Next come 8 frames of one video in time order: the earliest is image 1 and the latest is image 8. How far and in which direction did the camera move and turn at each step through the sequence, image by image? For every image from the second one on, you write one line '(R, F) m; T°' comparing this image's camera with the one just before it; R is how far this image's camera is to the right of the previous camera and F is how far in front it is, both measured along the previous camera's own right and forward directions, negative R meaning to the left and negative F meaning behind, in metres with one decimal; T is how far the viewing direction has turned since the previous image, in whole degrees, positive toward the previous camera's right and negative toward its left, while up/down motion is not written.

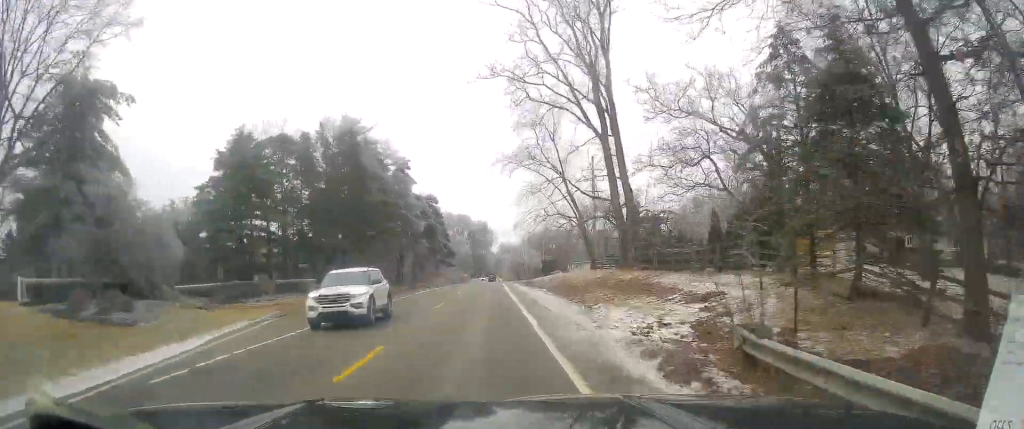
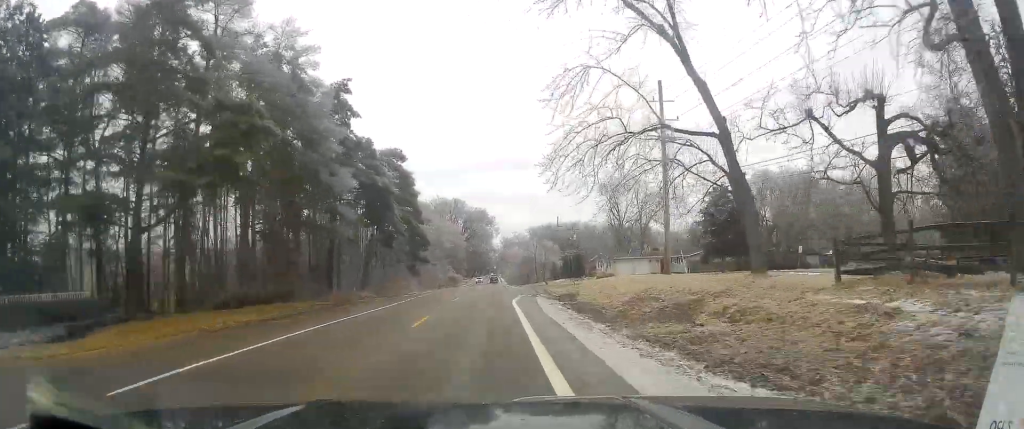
(-1.3, +36.2) m; -2°
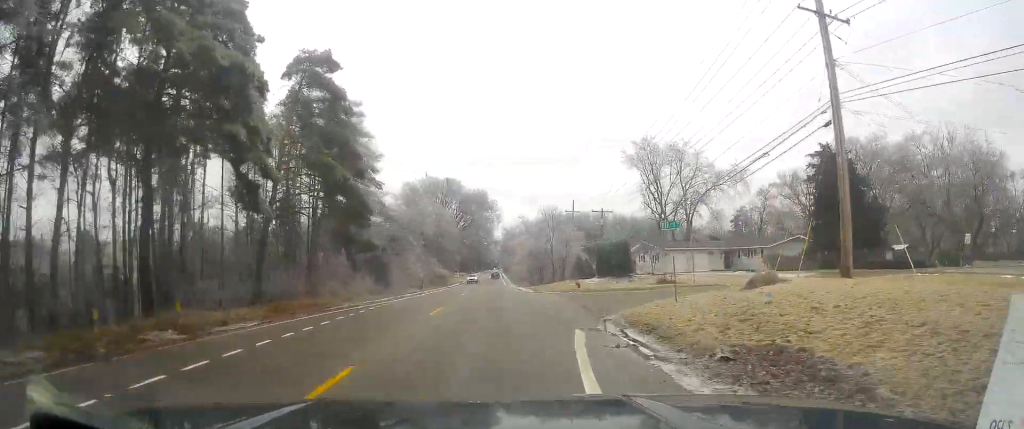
(+0.3, +27.0) m; +1°
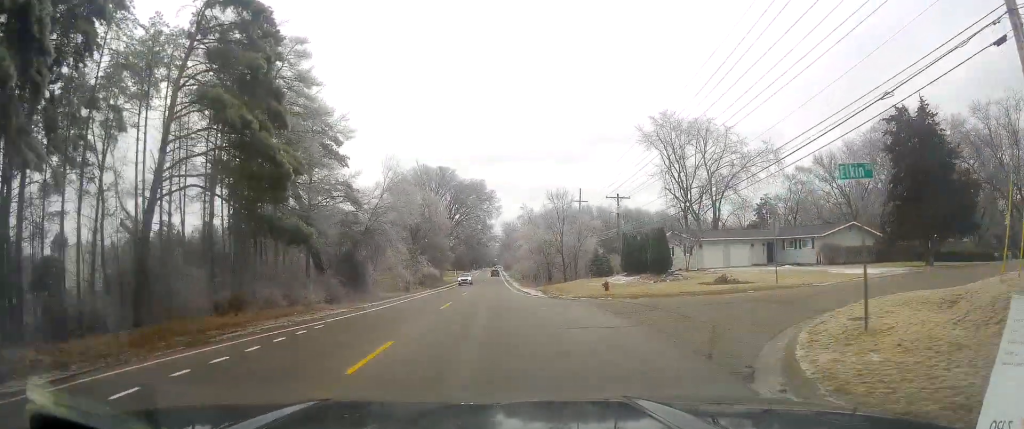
(0.0, +11.7) m; +1°
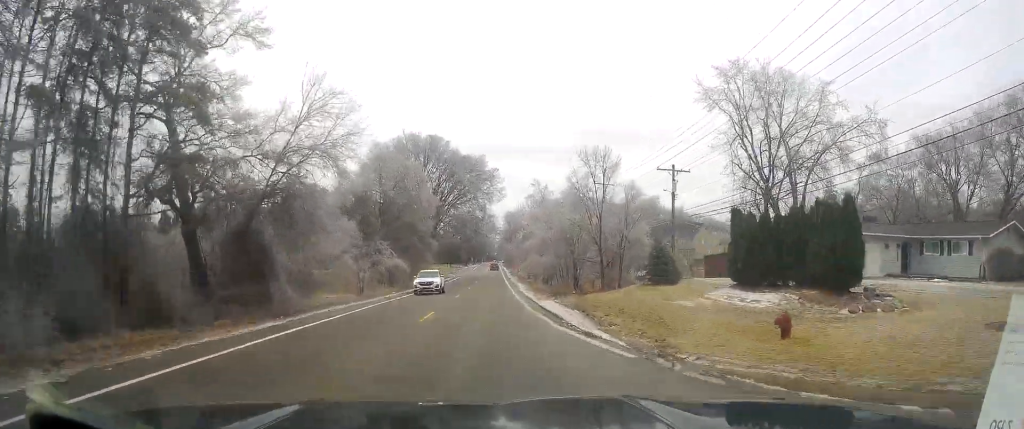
(+0.2, +21.9) m; +1°
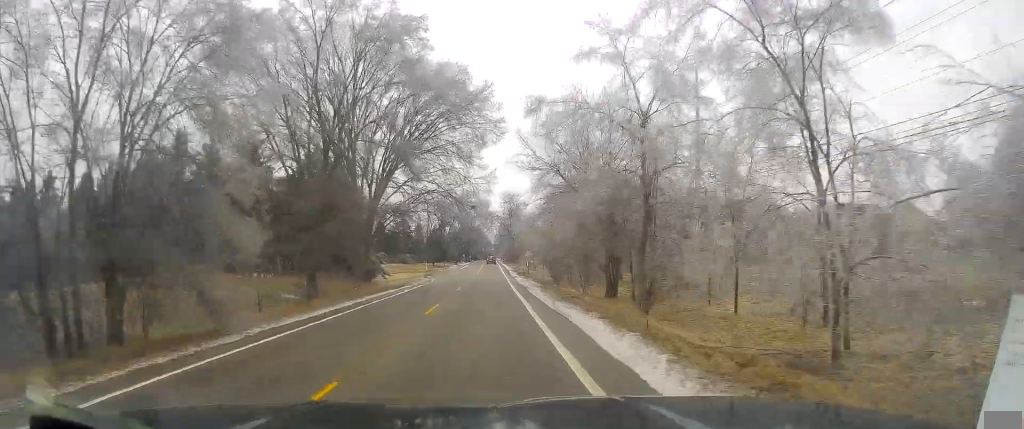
(-0.5, +43.5) m; -3°
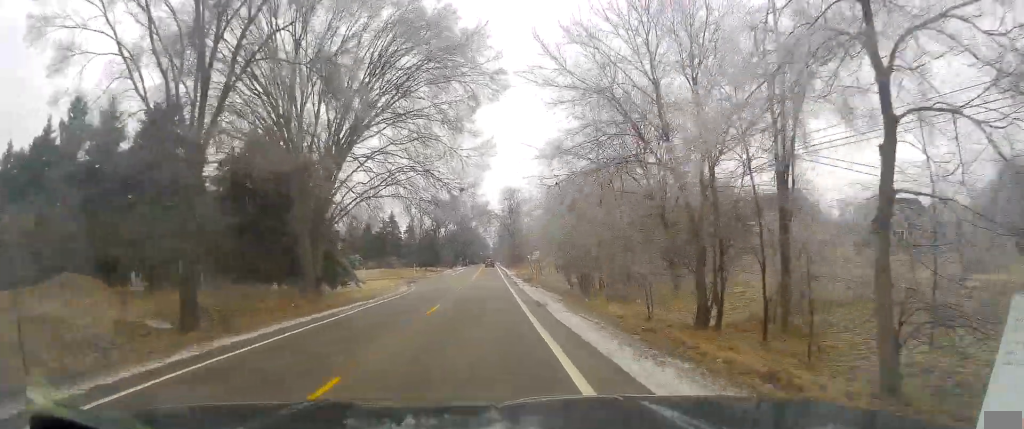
(-0.3, +14.8) m; 0°
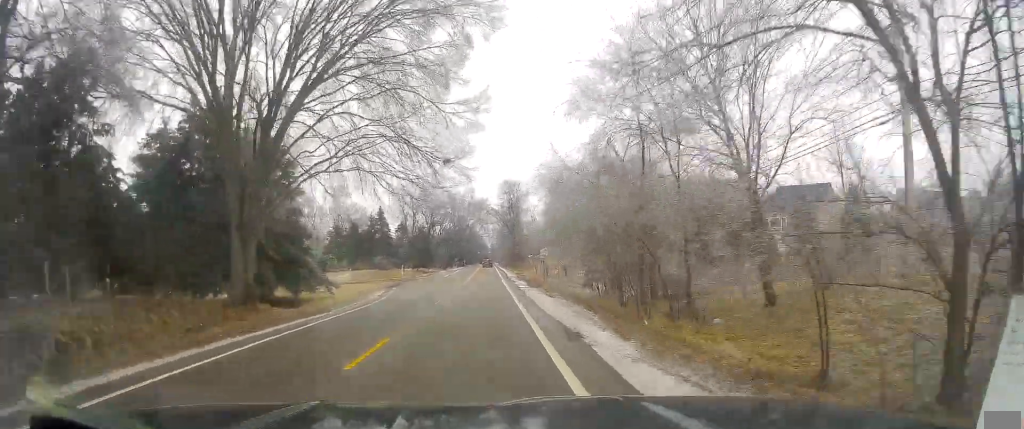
(+0.1, +10.9) m; +1°
